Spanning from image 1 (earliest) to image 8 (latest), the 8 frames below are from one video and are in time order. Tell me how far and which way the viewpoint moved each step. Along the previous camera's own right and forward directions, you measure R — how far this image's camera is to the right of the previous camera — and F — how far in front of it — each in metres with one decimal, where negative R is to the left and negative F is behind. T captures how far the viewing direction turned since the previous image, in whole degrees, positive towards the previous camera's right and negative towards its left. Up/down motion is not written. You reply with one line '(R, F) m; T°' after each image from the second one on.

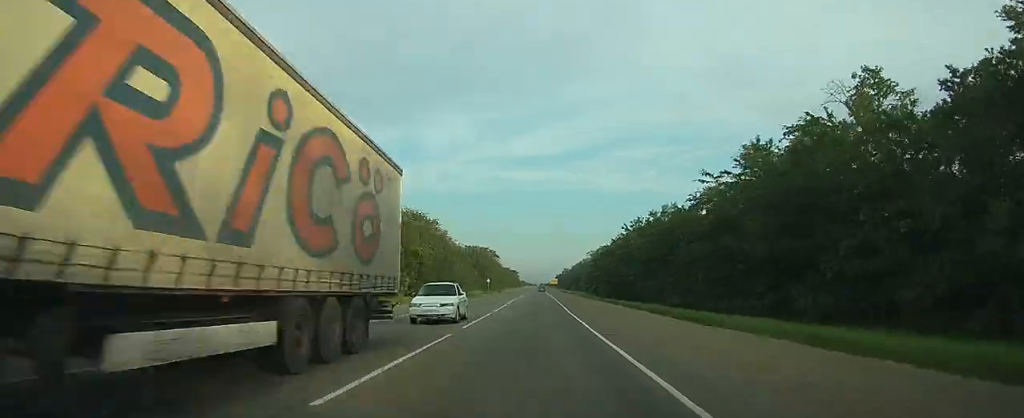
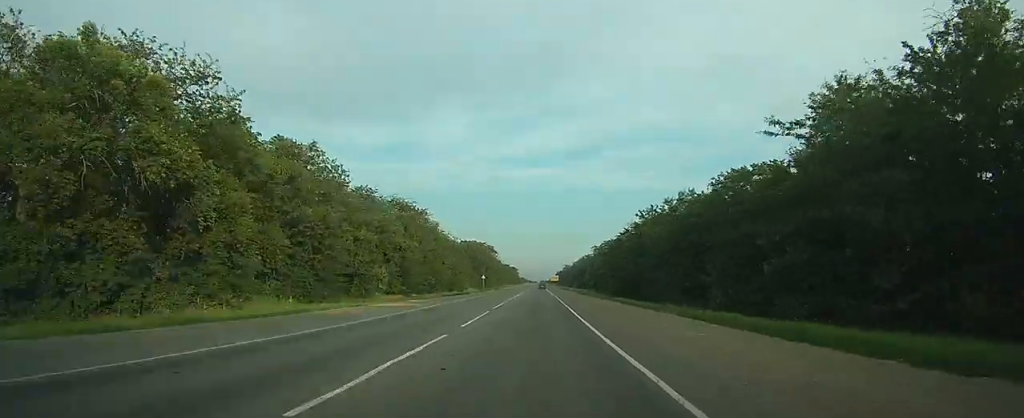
(0.0, +12.5) m; 0°
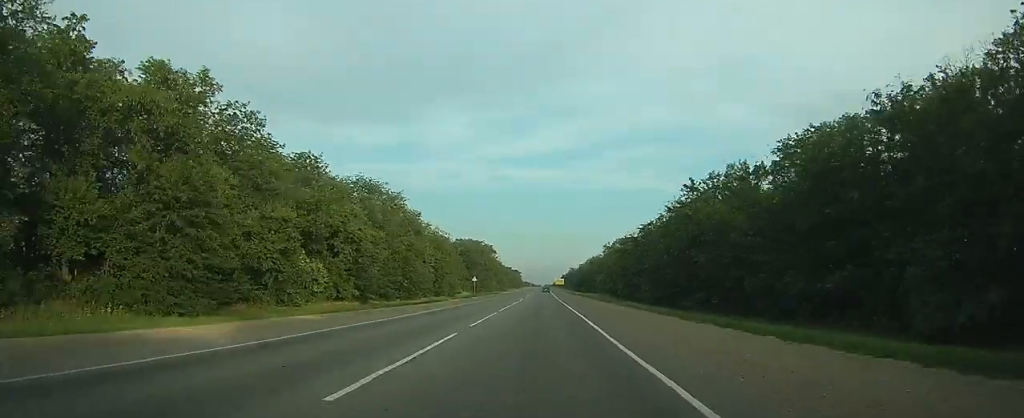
(0.0, +23.1) m; 0°
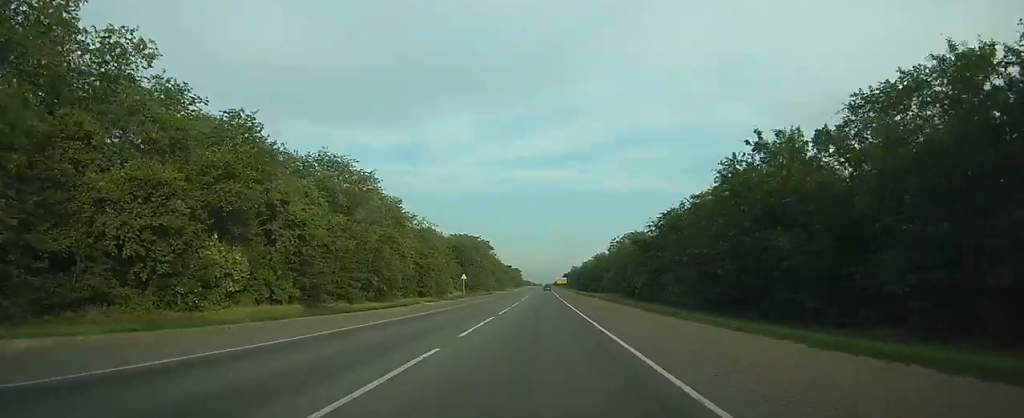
(0.0, +15.4) m; 0°
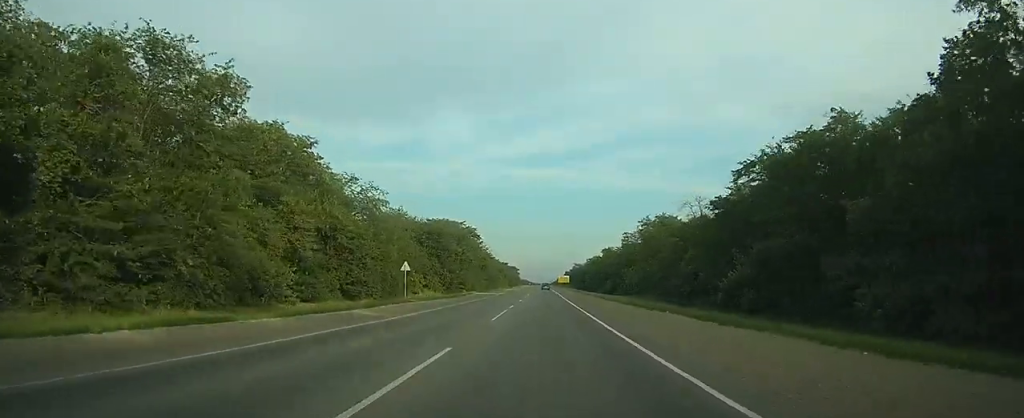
(0.0, +35.7) m; 0°
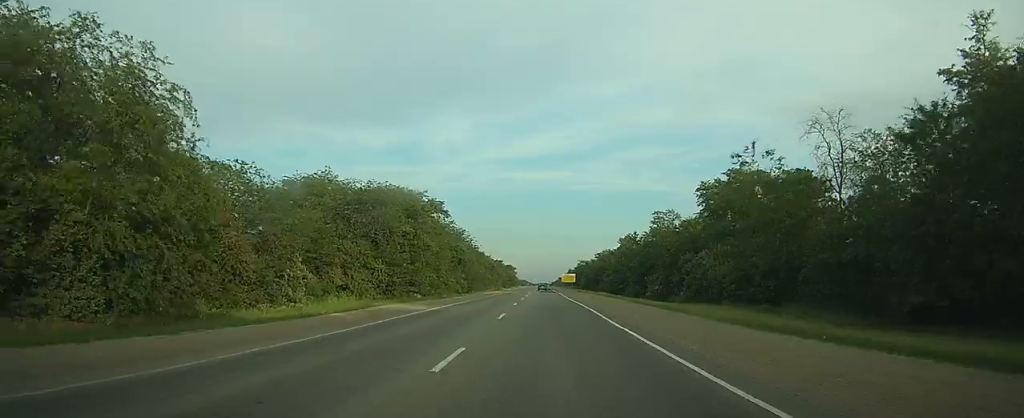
(0.0, +47.5) m; 0°
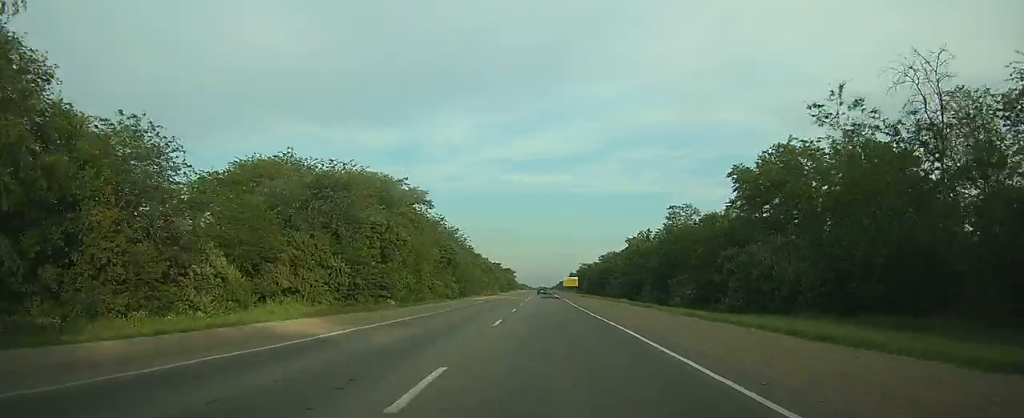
(0.0, +14.6) m; 0°
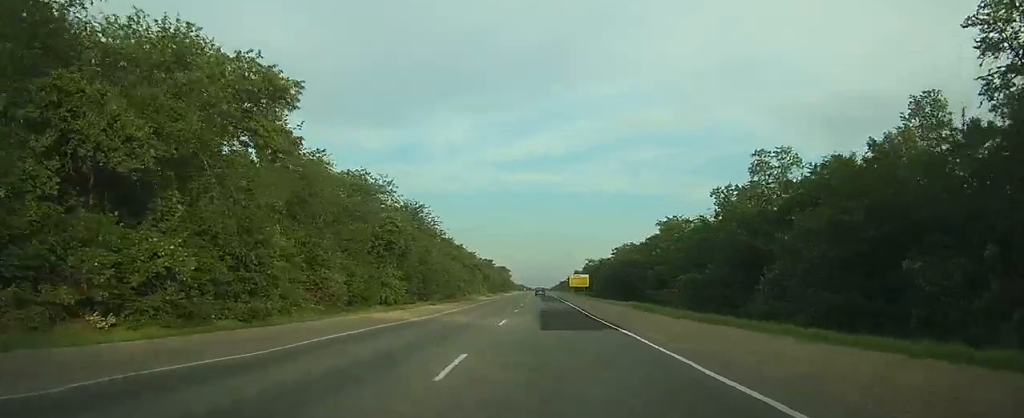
(0.0, +45.7) m; 0°
